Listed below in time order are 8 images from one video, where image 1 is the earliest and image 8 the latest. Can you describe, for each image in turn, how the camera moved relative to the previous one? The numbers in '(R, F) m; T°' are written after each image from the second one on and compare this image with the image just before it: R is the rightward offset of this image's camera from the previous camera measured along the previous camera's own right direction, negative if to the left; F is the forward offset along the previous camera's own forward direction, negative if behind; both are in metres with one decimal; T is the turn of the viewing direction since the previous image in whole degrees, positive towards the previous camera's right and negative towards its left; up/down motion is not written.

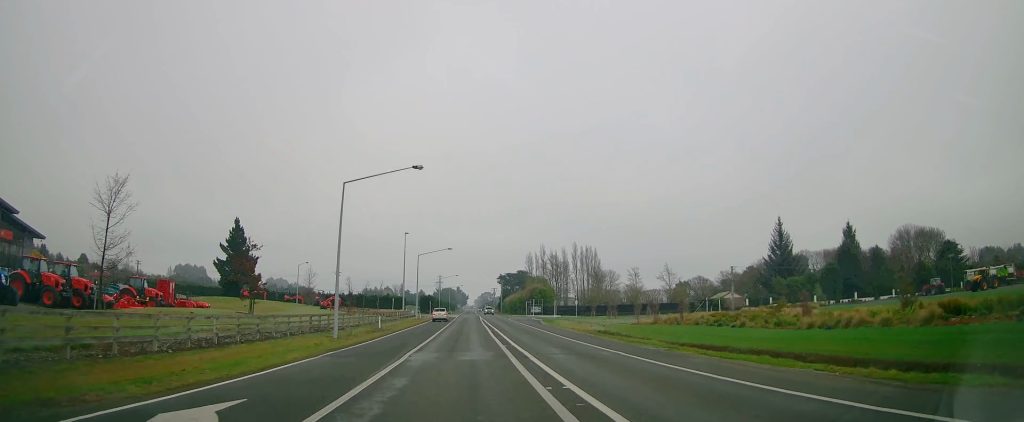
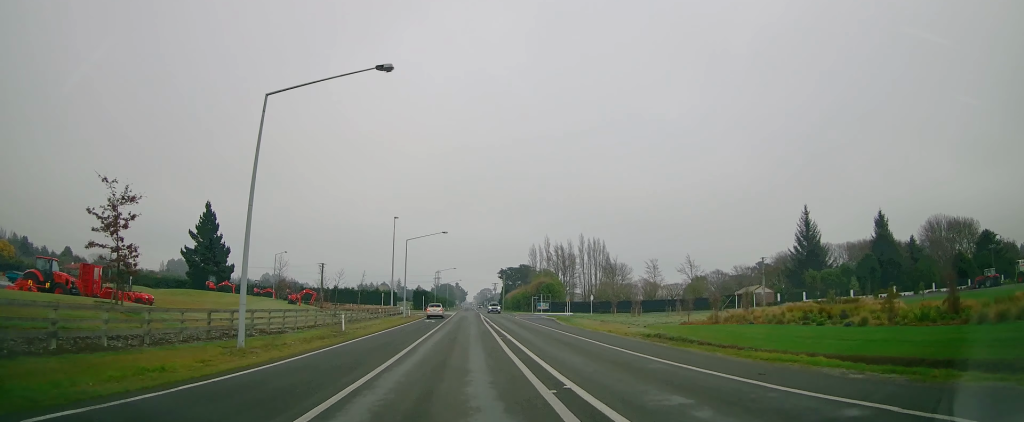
(0.0, +13.3) m; 0°
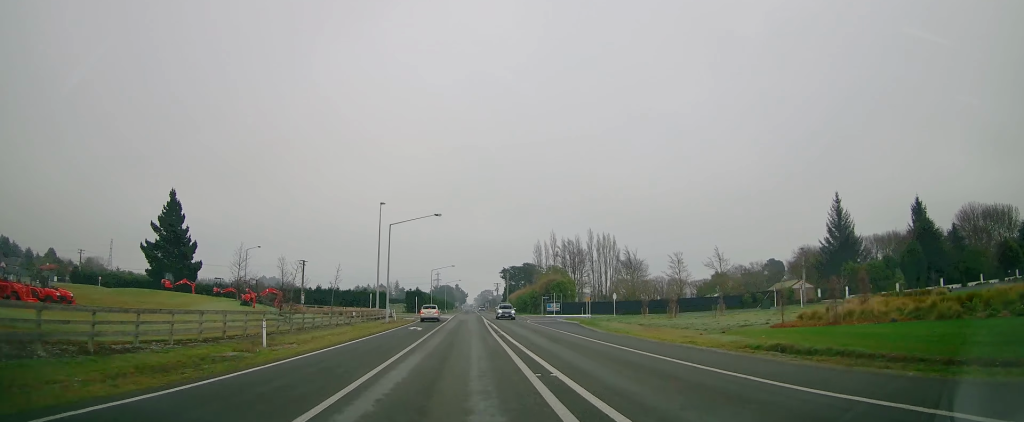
(-0.2, +13.3) m; 0°
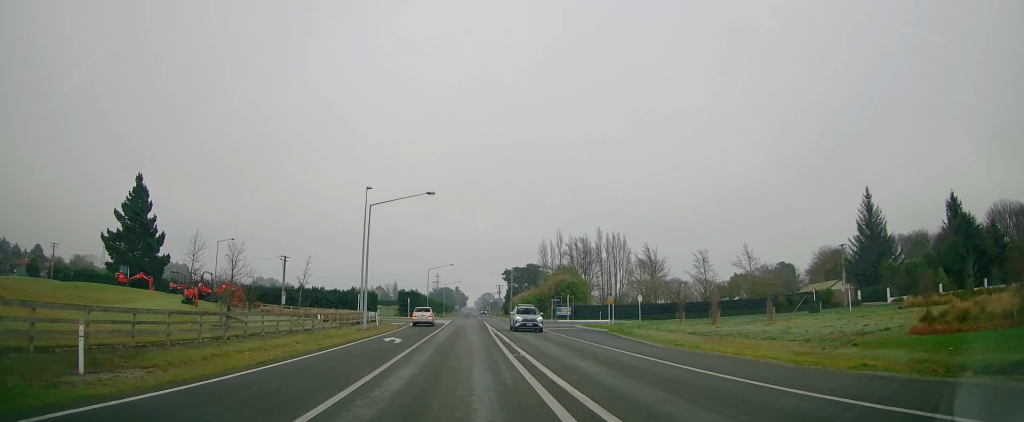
(+0.2, +11.3) m; 0°
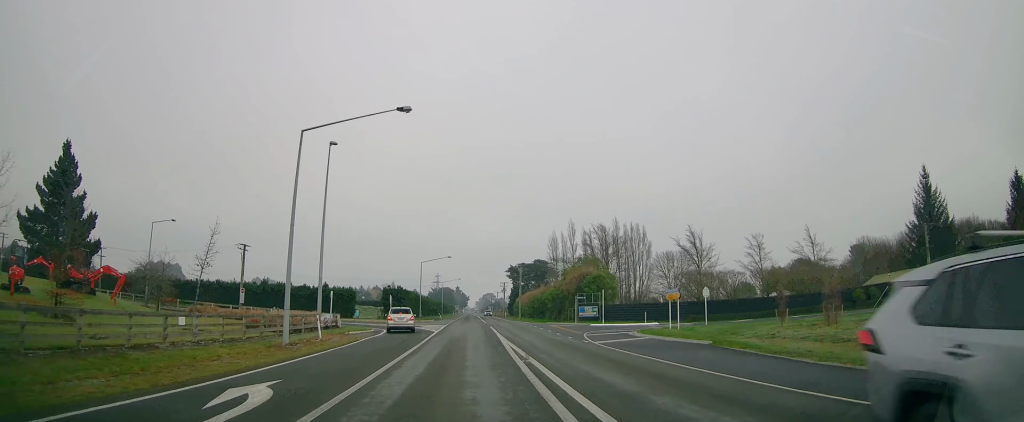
(0.0, +17.2) m; -1°
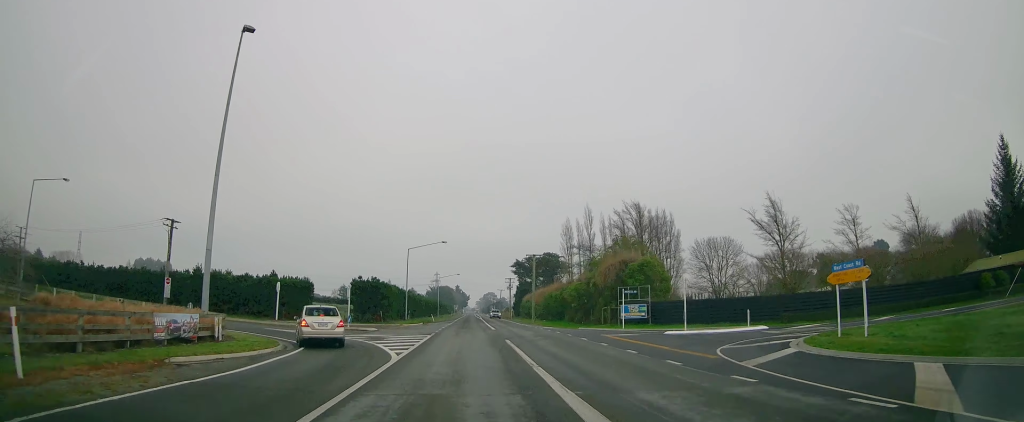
(-0.2, +19.2) m; 0°
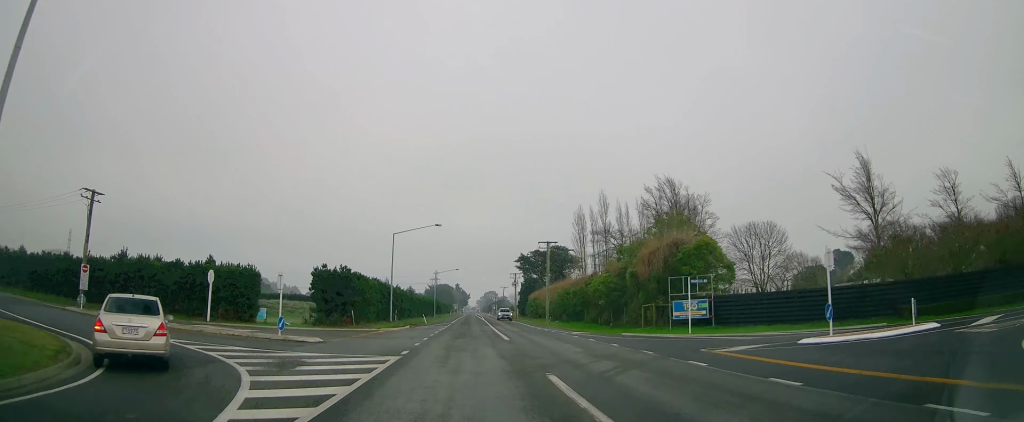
(-0.1, +13.3) m; +1°
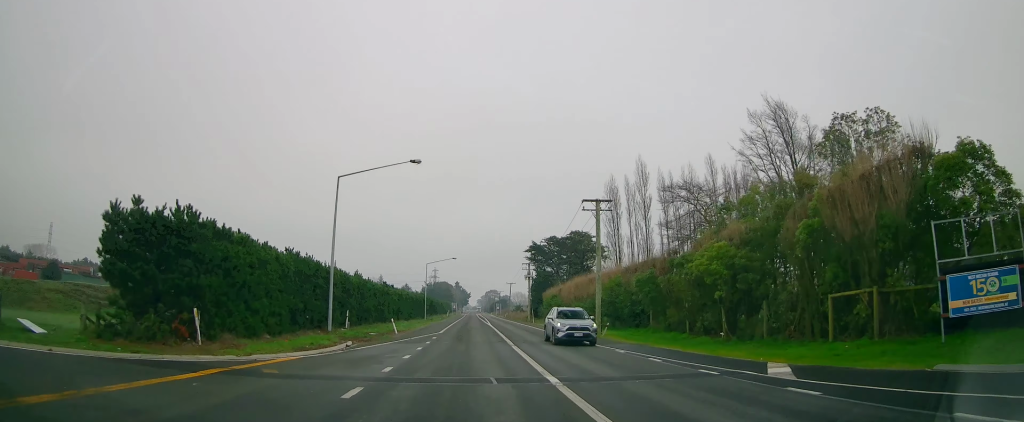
(+0.4, +23.9) m; 0°
